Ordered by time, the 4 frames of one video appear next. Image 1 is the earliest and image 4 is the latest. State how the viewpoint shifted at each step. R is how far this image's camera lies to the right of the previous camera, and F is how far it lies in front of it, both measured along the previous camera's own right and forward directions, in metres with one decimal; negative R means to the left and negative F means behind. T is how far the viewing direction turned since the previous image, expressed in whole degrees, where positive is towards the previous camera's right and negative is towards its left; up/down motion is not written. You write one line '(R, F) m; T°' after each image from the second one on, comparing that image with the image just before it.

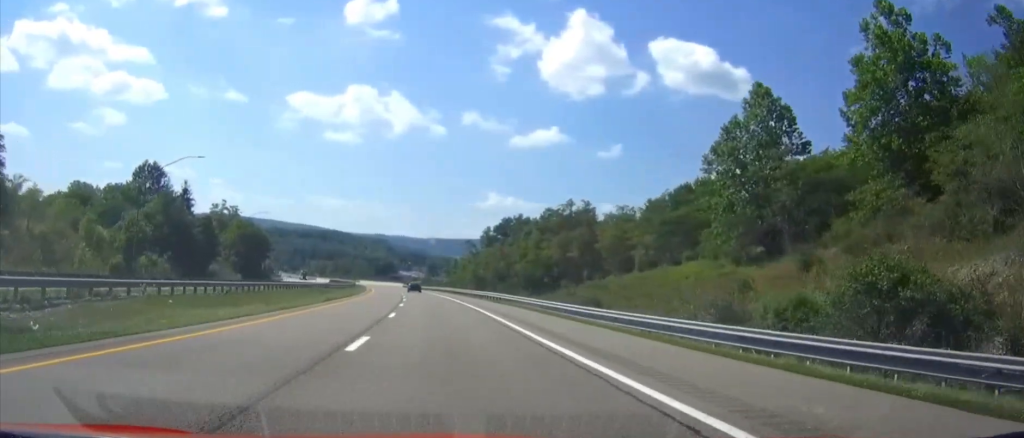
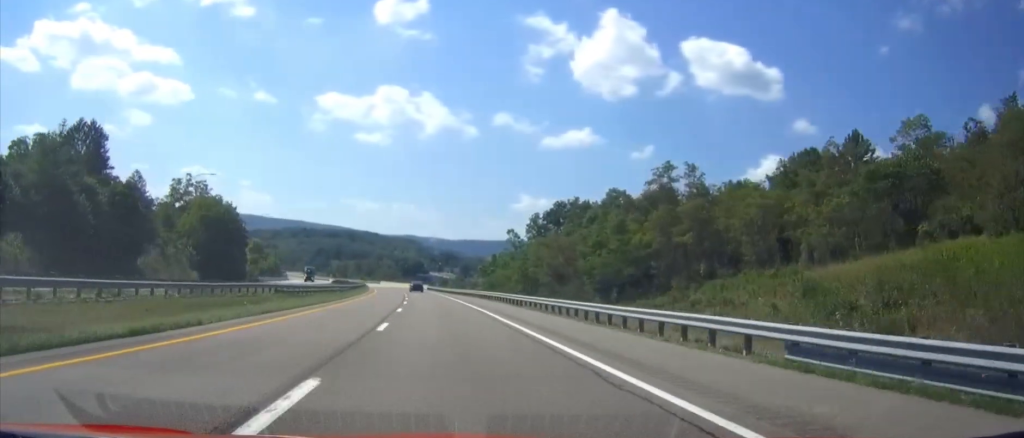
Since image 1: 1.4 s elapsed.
(-1.0, +43.6) m; -3°
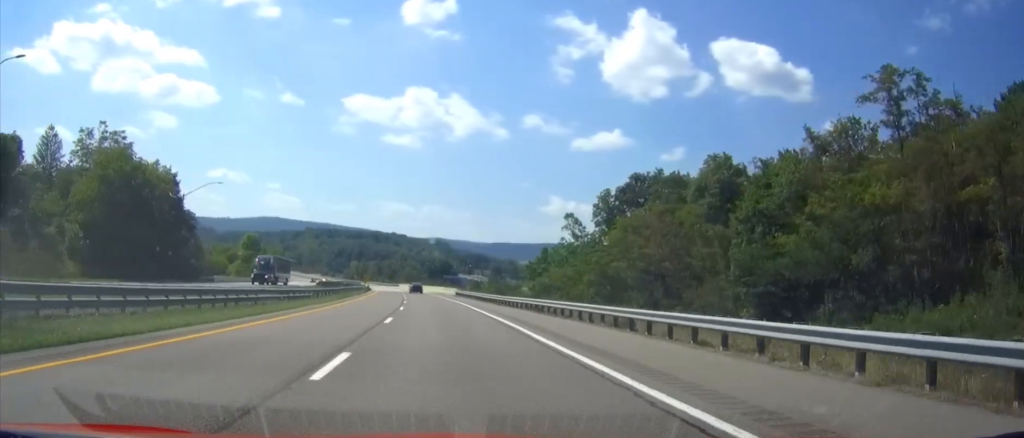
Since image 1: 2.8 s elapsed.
(-1.1, +46.1) m; -3°
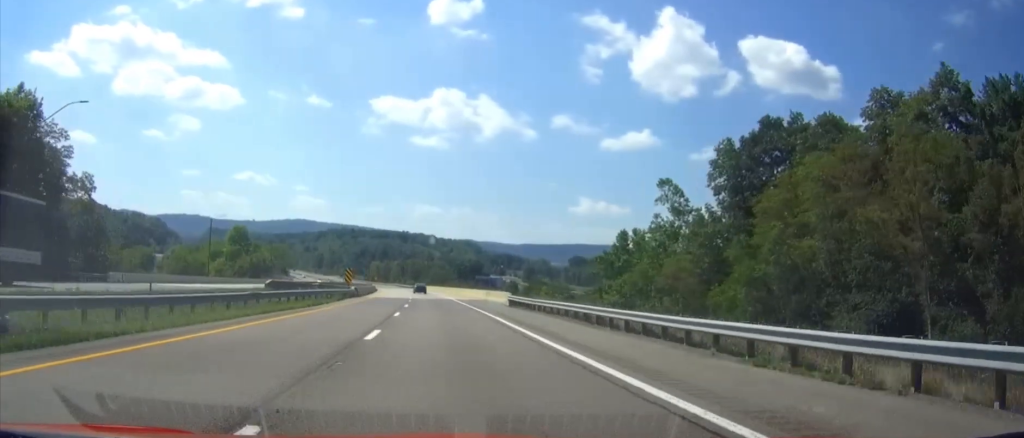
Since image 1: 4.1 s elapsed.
(-0.7, +43.1) m; -2°
